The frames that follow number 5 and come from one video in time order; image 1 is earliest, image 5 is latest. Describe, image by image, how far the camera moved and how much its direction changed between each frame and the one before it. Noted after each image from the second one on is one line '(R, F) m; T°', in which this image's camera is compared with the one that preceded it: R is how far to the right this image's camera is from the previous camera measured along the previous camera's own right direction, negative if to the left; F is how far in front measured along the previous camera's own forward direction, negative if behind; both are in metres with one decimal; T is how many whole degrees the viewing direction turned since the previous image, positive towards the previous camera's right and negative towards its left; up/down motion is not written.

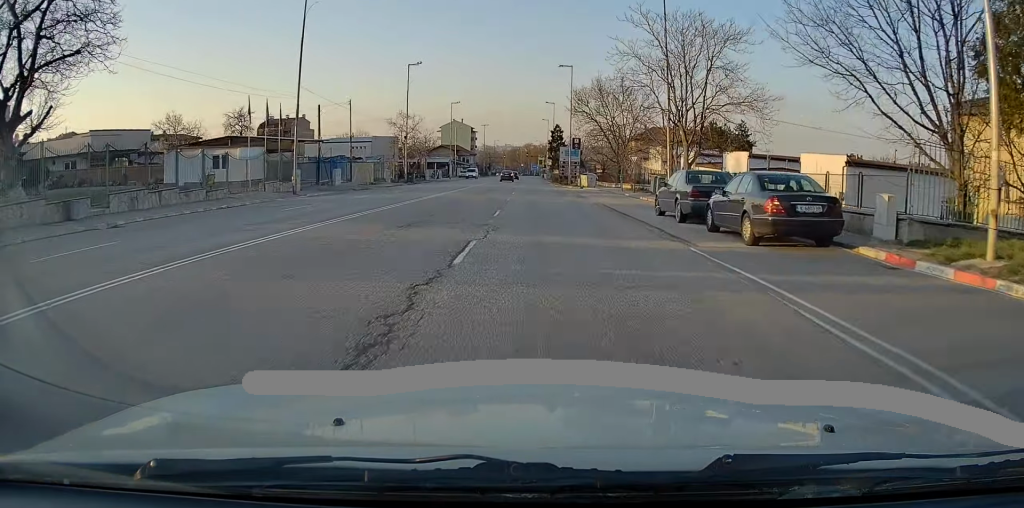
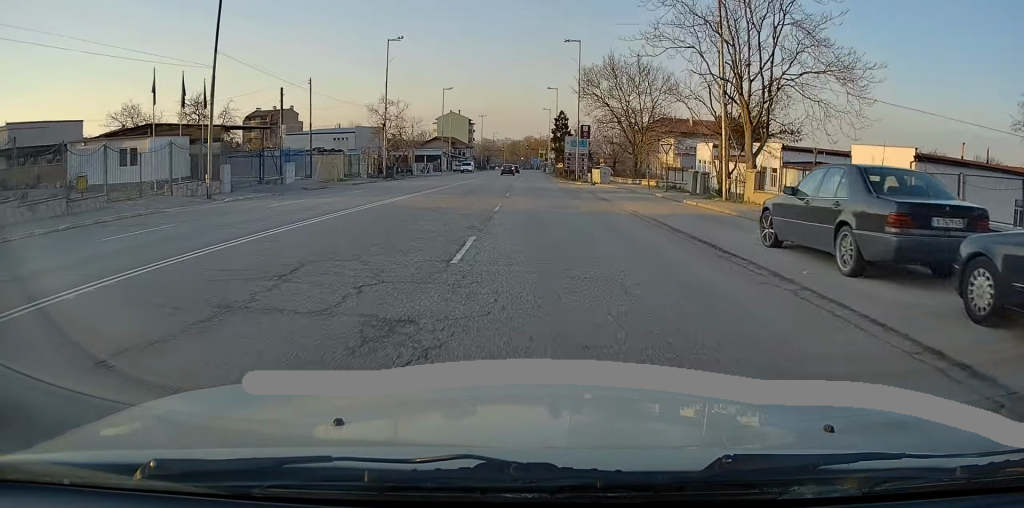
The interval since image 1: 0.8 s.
(+0.1, +9.9) m; 0°
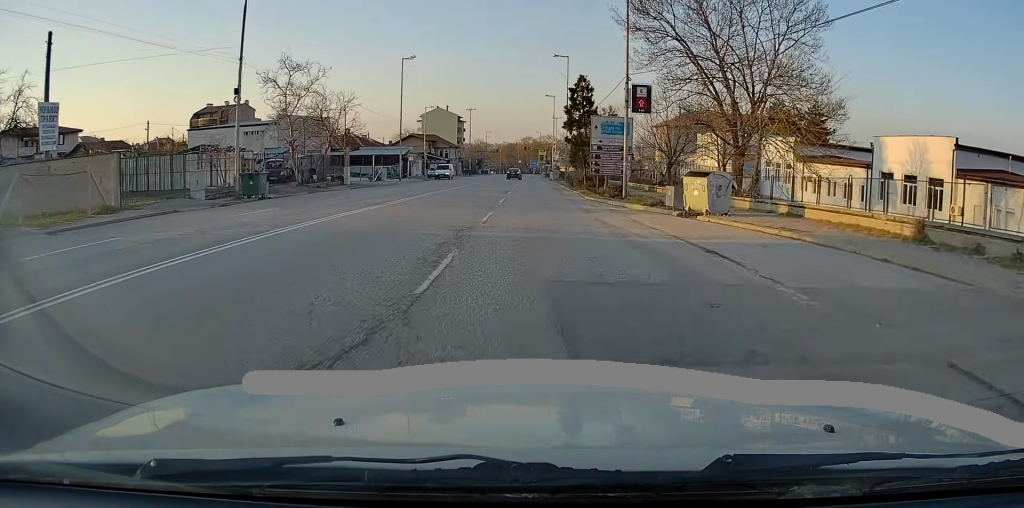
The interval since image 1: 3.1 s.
(-0.2, +28.7) m; -1°
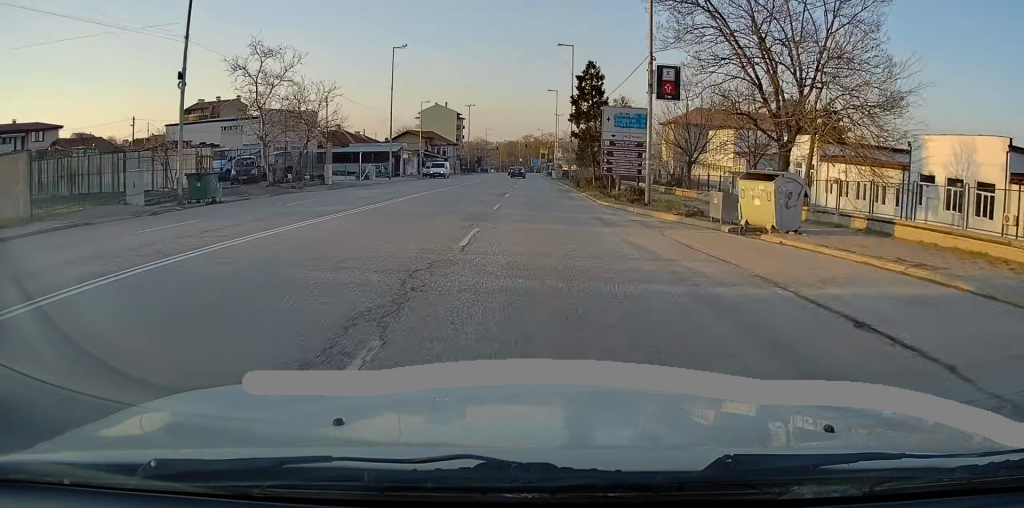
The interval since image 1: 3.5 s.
(0.0, +5.0) m; 0°
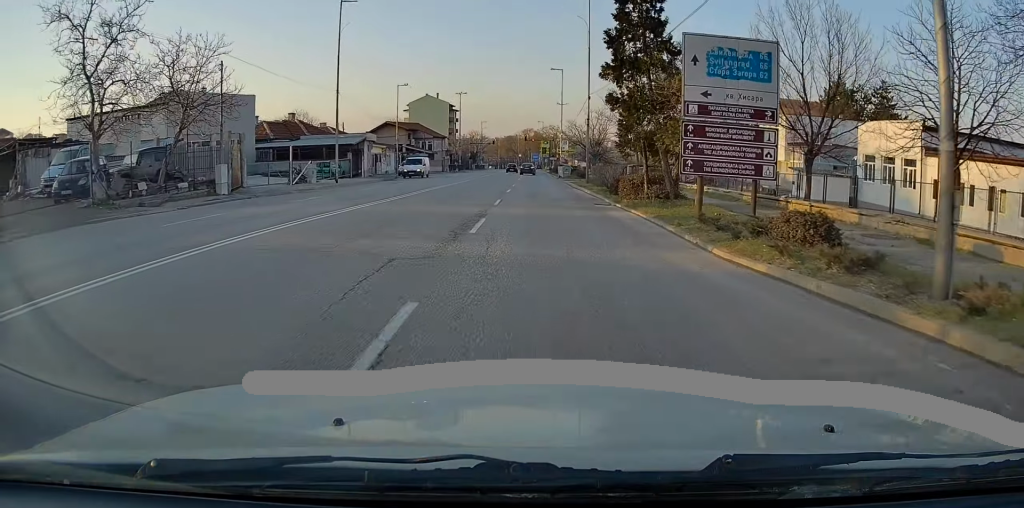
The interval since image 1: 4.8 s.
(+0.1, +16.4) m; 0°
